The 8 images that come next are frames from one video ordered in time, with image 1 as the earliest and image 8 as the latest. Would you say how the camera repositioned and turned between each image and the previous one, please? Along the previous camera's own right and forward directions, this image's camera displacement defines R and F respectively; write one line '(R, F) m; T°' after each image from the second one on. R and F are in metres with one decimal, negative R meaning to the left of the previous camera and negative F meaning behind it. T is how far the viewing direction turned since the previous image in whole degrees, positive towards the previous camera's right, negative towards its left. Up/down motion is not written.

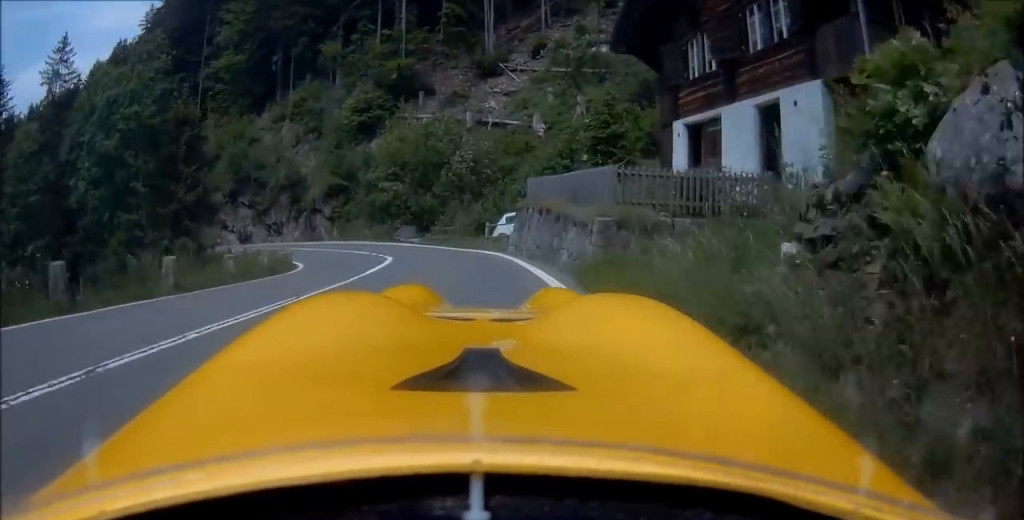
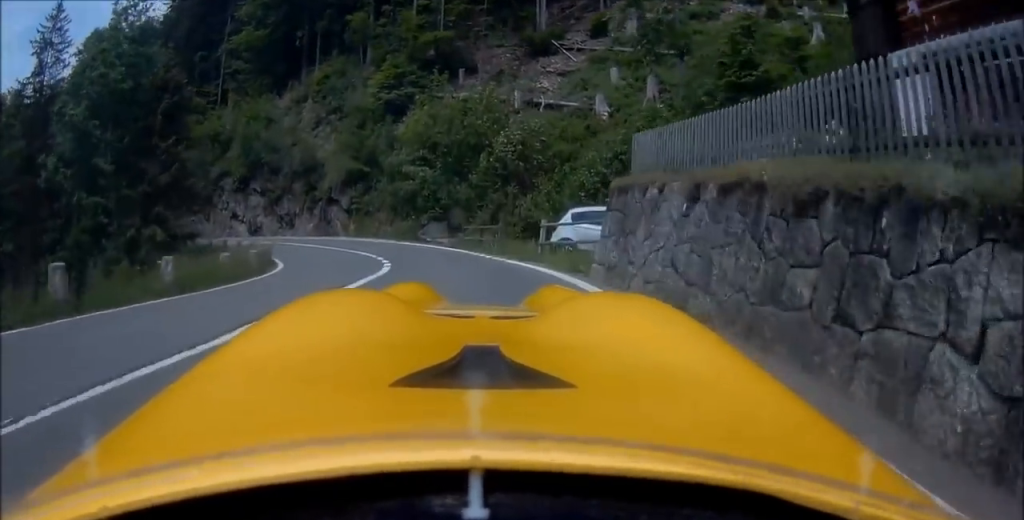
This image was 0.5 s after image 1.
(+0.3, +8.0) m; -2°
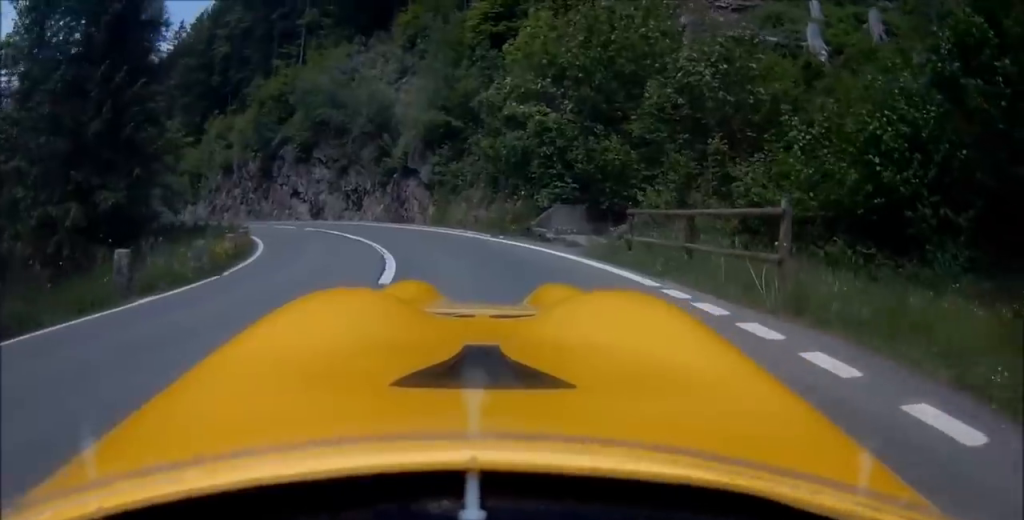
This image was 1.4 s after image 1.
(-0.4, +14.7) m; -6°
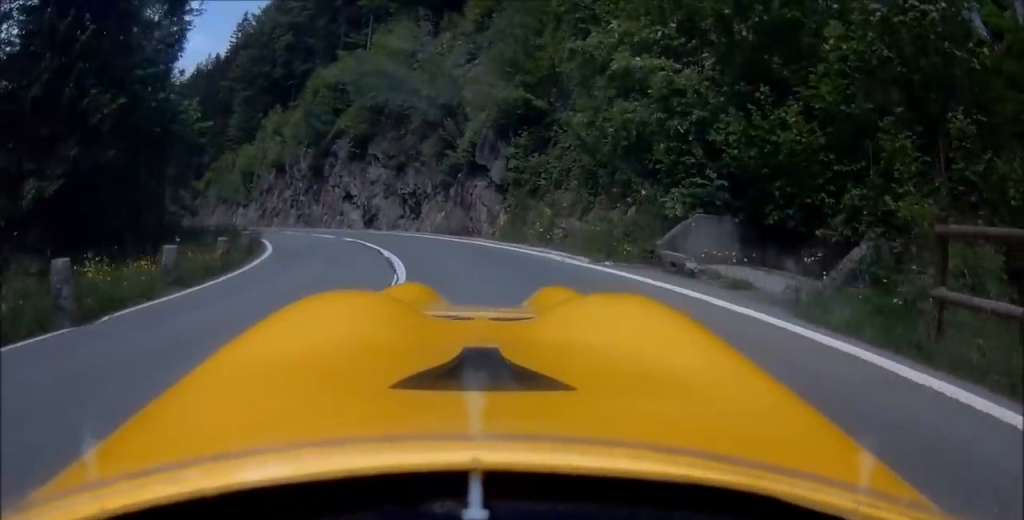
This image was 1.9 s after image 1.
(-0.1, +6.4) m; -4°
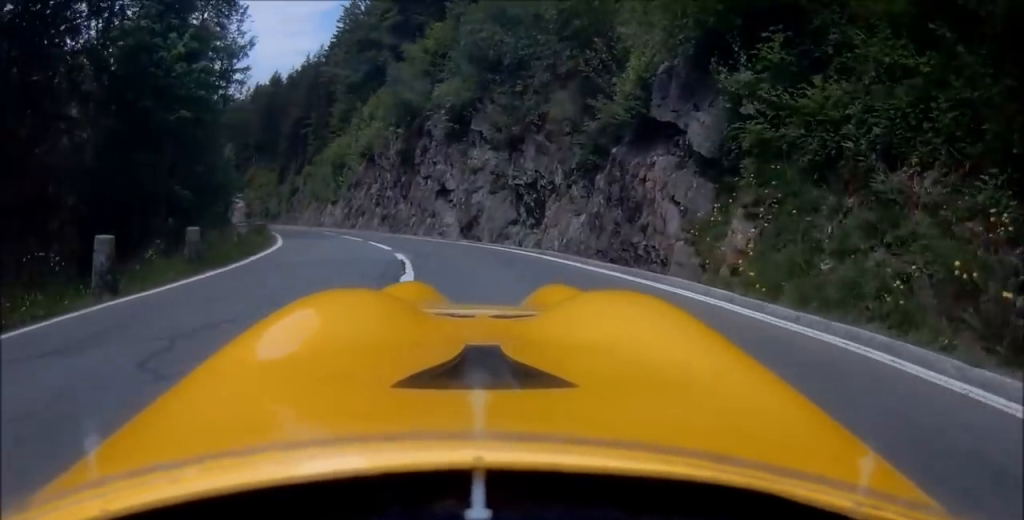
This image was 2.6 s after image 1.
(-0.6, +11.0) m; -6°
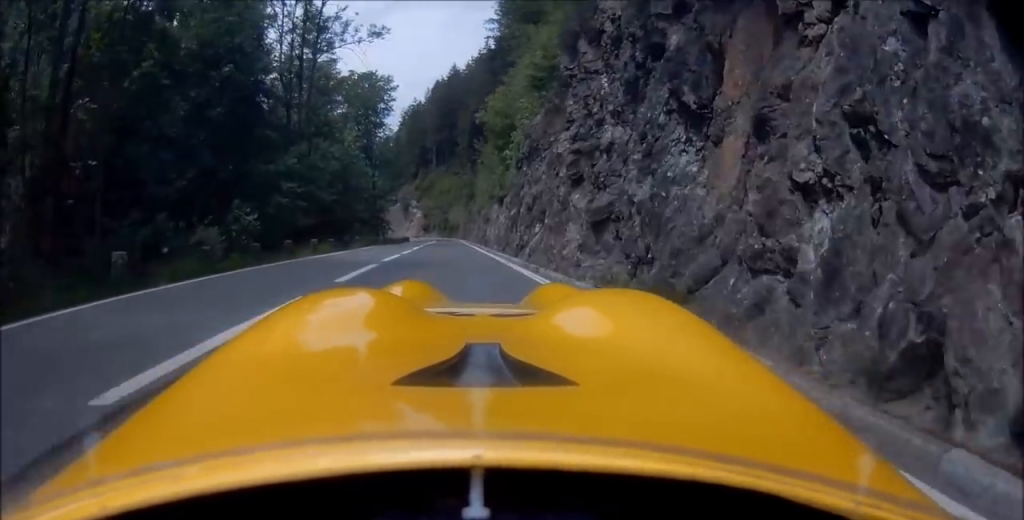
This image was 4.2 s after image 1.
(-3.2, +25.1) m; -15°
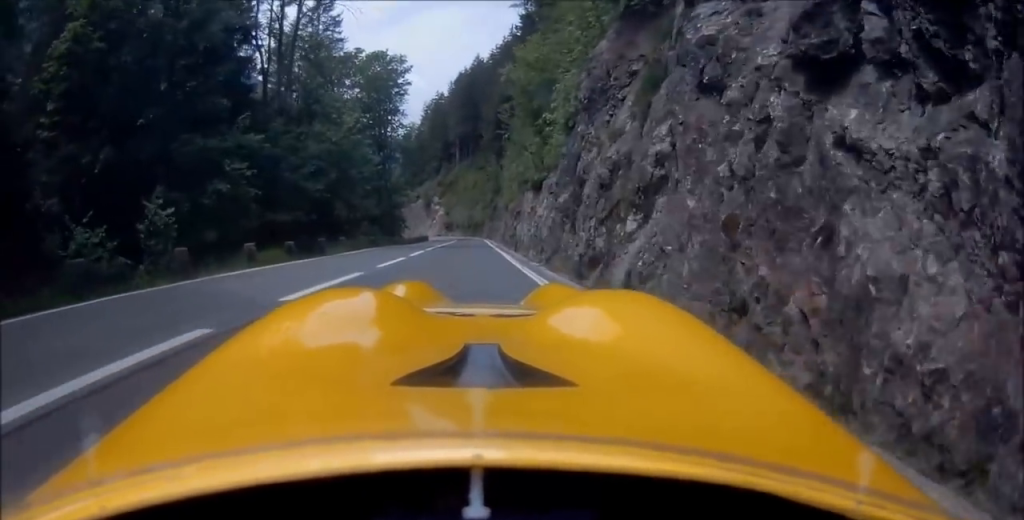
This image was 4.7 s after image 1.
(-0.3, +8.8) m; -5°
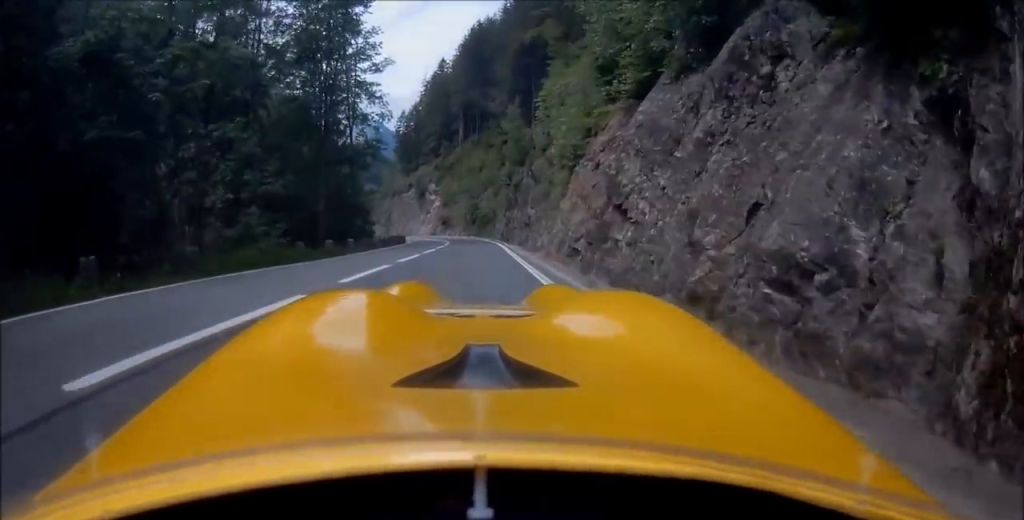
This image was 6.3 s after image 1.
(-3.4, +28.4) m; -9°
